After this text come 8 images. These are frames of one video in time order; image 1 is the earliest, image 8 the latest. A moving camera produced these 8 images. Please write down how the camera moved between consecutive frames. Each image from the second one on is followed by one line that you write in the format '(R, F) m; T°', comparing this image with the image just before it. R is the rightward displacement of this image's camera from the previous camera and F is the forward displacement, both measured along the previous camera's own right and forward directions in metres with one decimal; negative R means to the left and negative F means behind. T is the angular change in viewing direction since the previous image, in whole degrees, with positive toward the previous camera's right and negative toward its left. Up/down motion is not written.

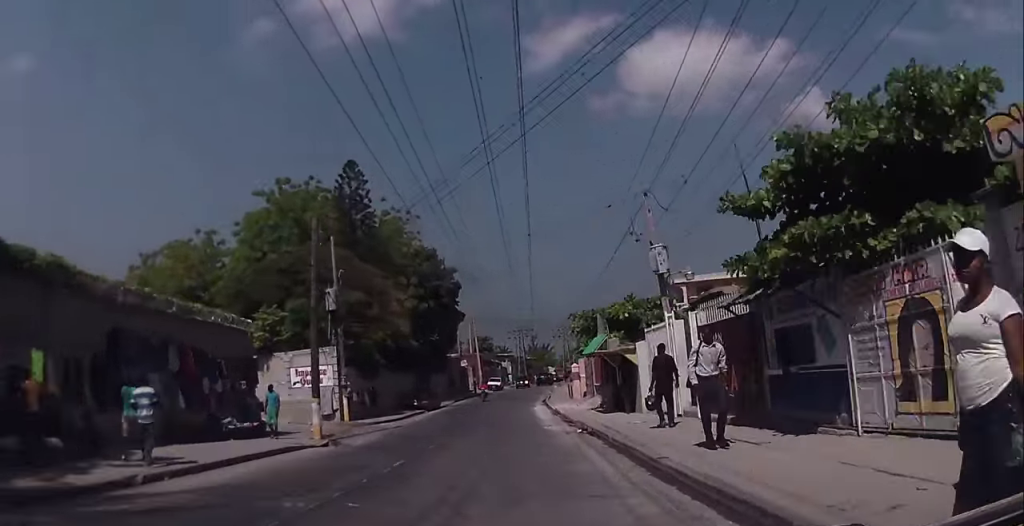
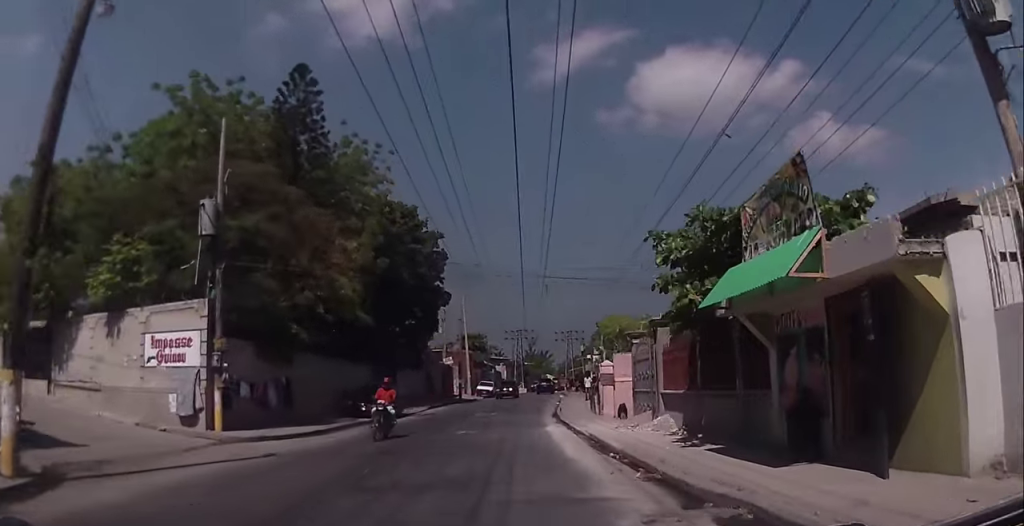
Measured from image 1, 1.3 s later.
(-0.1, +15.1) m; -2°
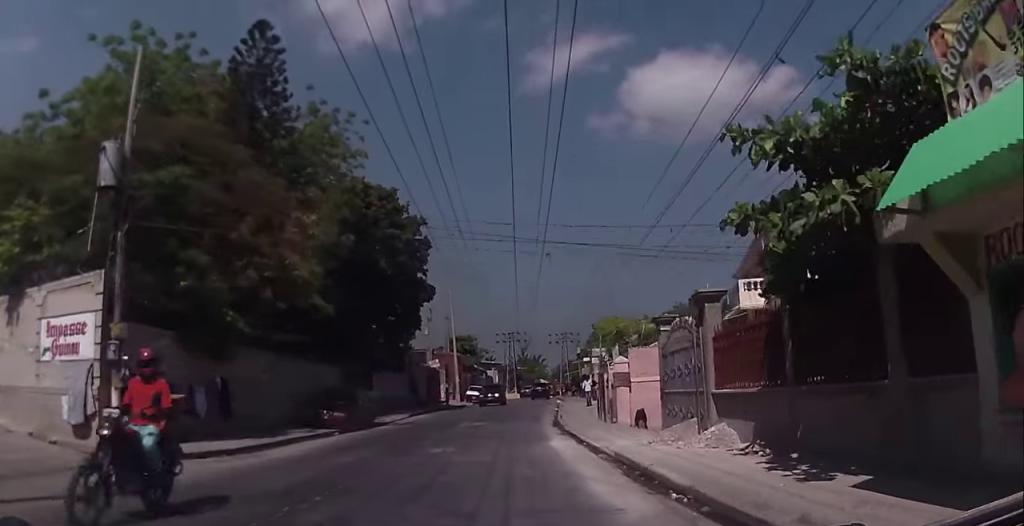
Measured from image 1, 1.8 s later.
(-0.1, +5.2) m; 0°
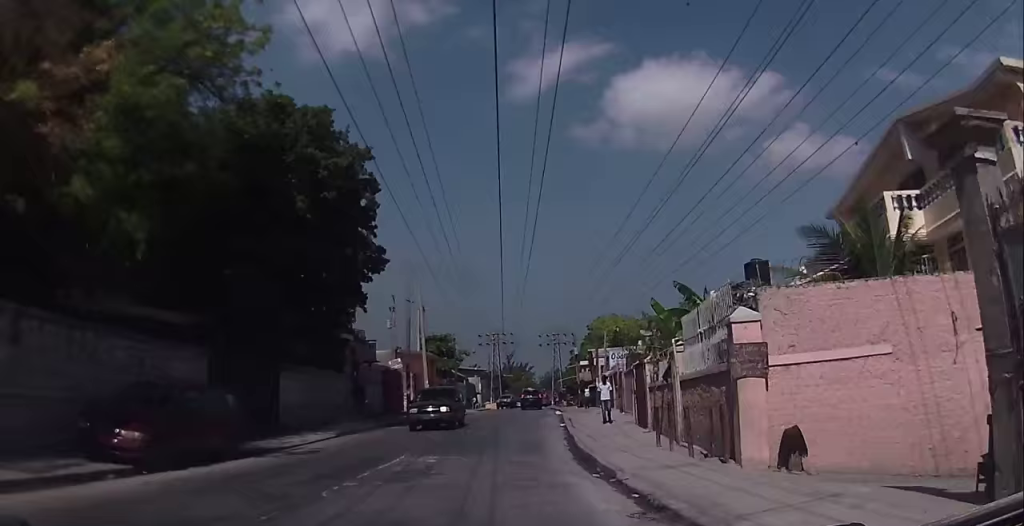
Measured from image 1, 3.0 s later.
(+0.3, +12.8) m; +3°
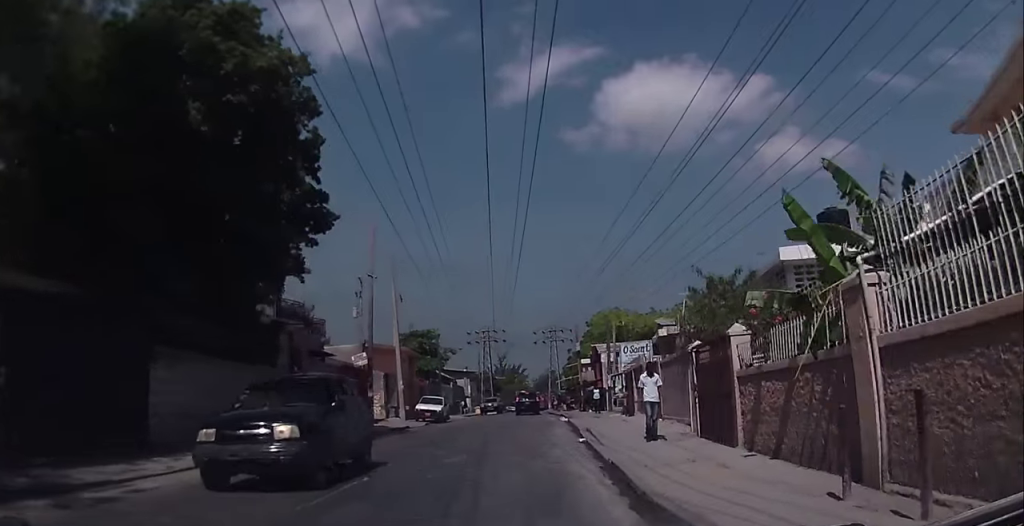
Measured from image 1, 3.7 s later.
(+0.3, +8.4) m; +2°
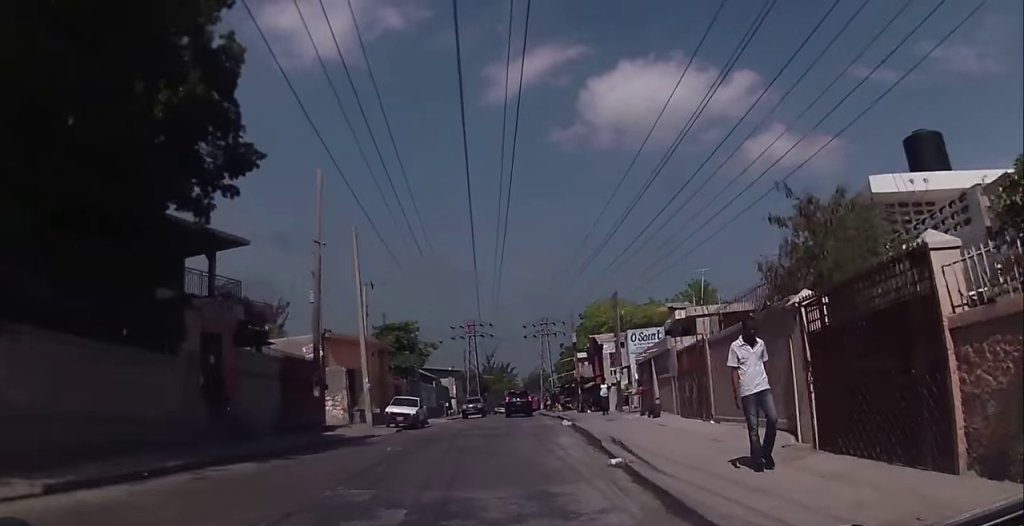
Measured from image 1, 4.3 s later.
(0.0, +6.6) m; 0°
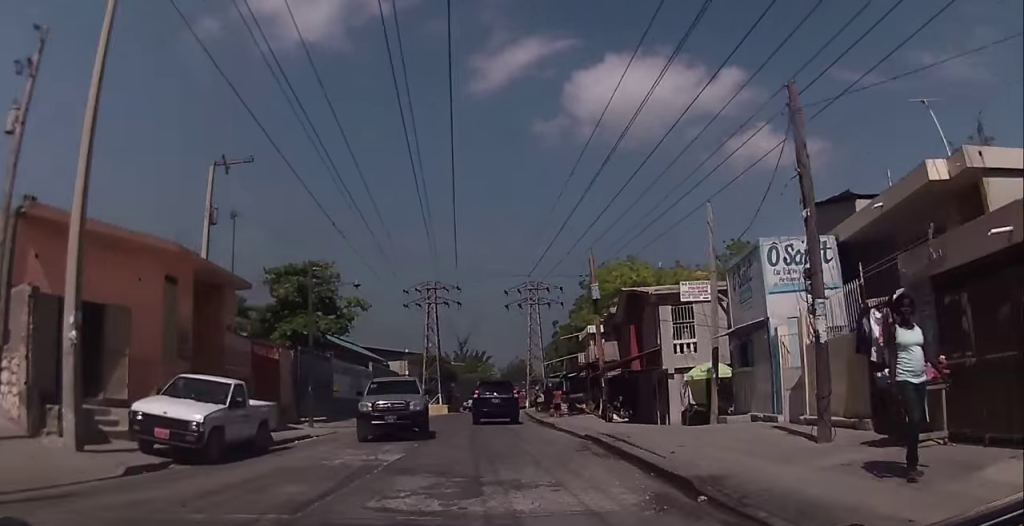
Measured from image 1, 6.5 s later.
(+0.2, +23.1) m; +1°
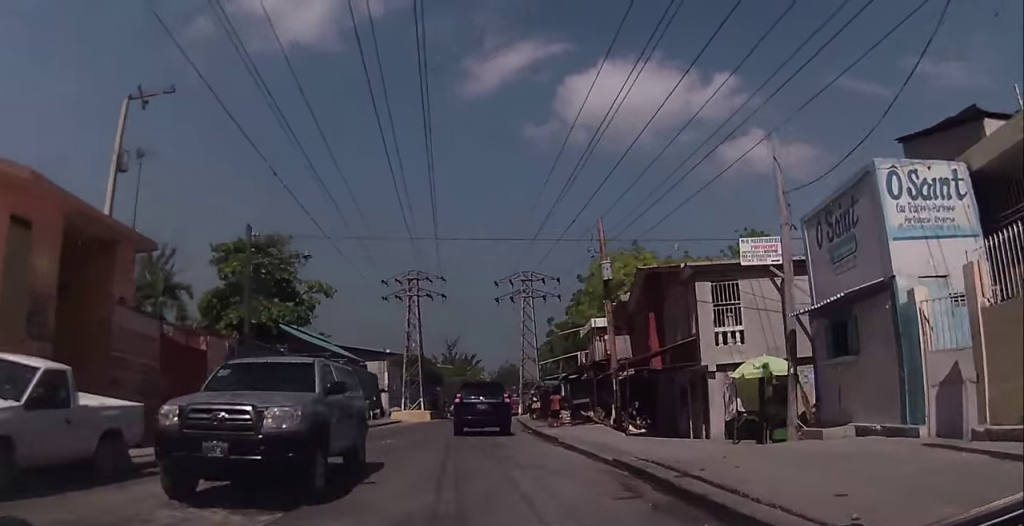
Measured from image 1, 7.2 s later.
(+0.1, +6.0) m; +1°
